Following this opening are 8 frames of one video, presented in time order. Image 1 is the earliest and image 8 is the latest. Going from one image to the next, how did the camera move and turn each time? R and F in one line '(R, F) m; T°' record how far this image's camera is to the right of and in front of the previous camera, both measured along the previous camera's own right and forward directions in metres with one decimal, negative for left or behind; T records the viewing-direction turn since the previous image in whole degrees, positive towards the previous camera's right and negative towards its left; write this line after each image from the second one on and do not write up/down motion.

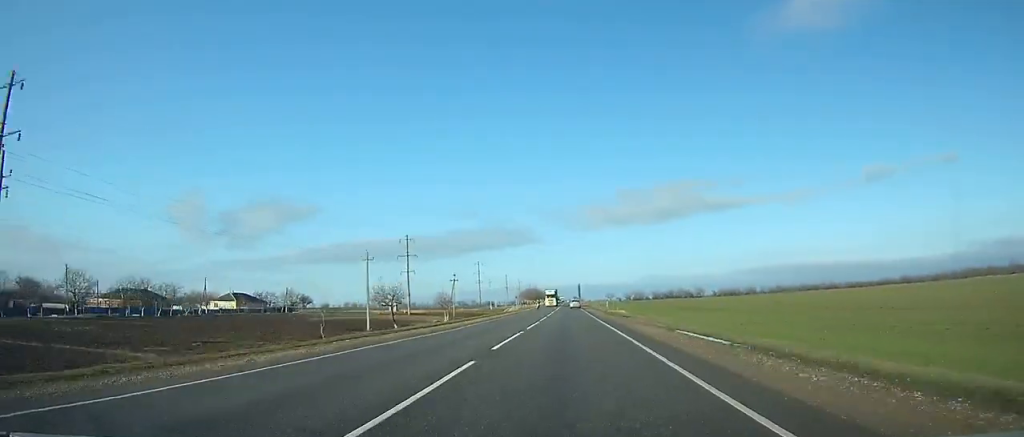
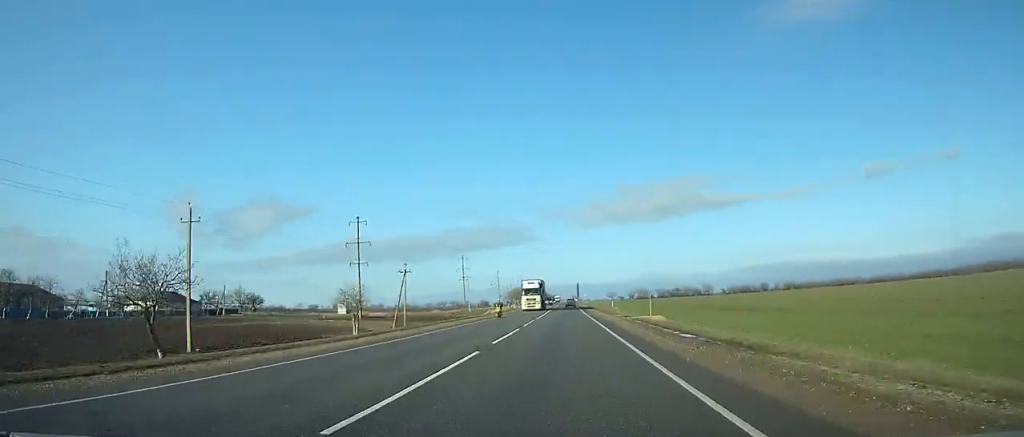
(+0.2, +32.6) m; 0°
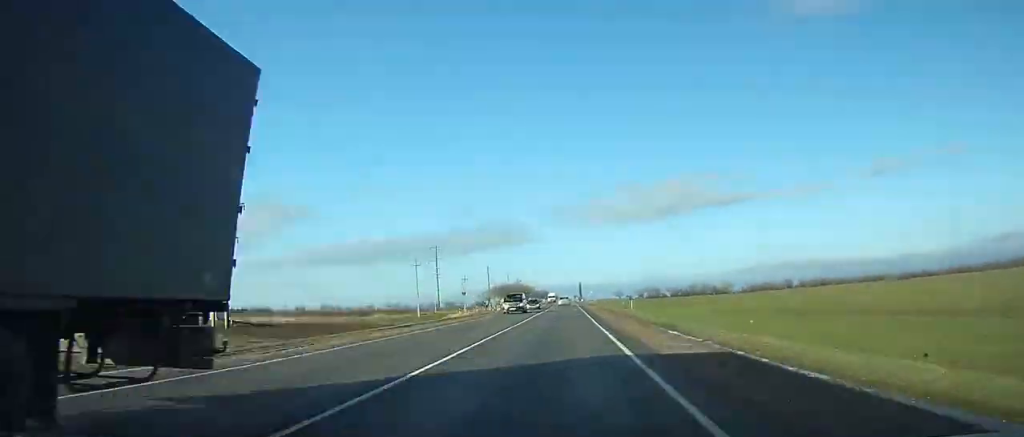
(-0.2, +47.8) m; 0°
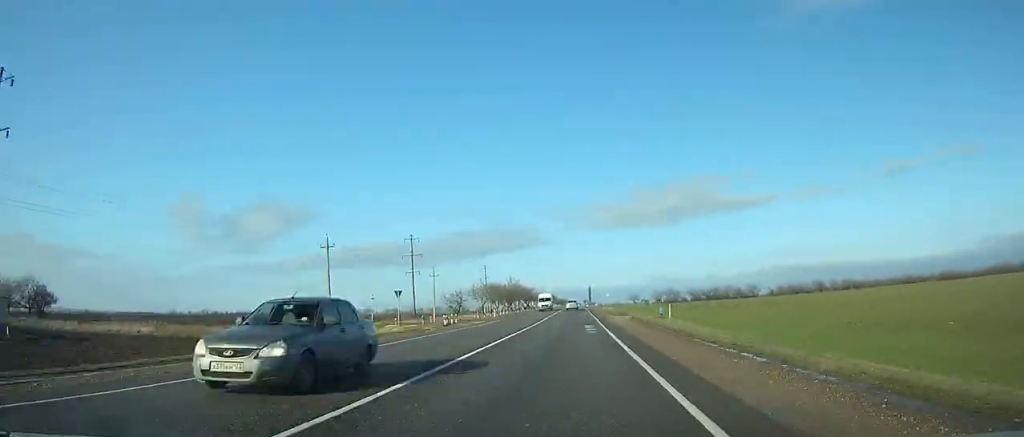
(-0.2, +35.2) m; 0°
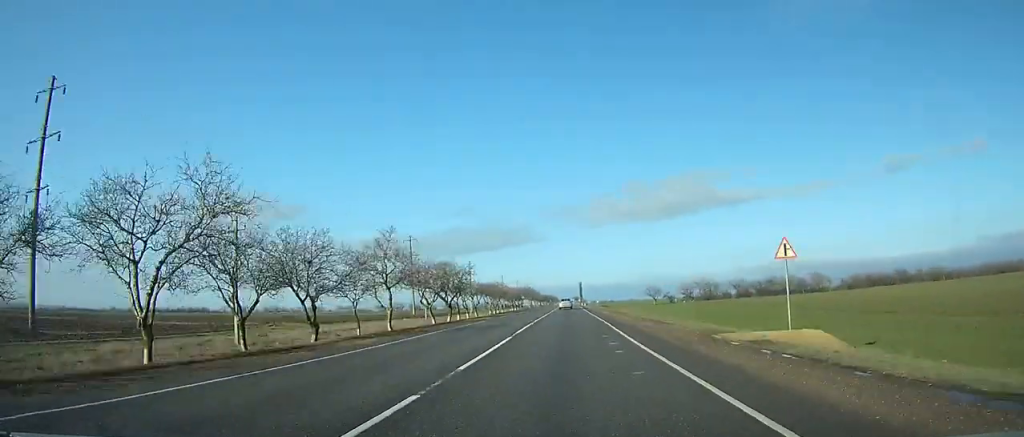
(+0.5, +107.8) m; 0°
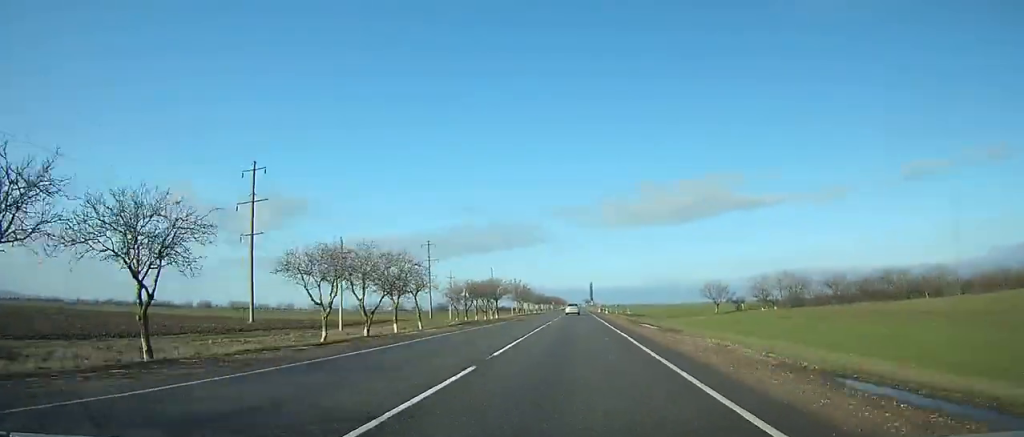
(0.0, +79.8) m; 0°
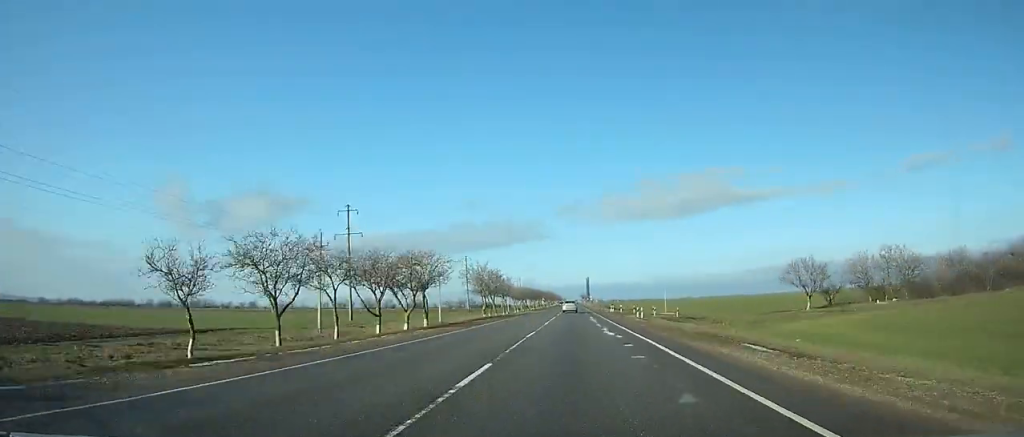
(-0.1, +54.7) m; 0°
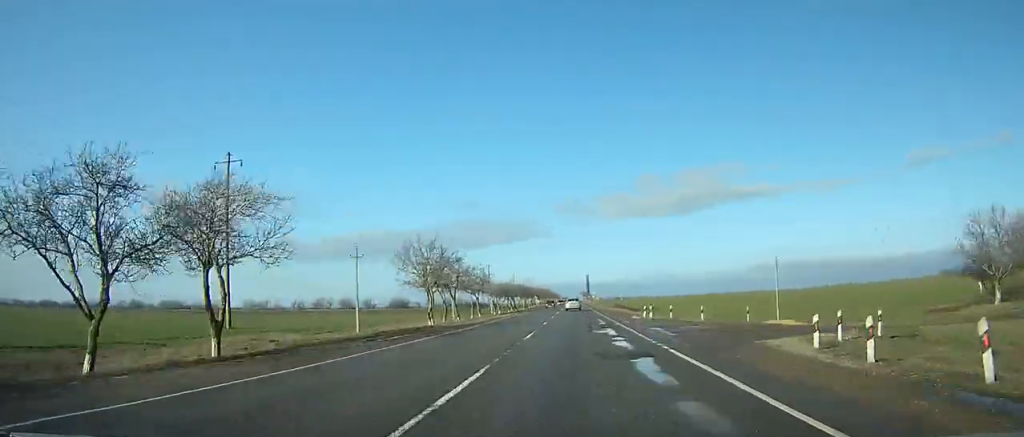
(+0.2, +37.2) m; 0°
